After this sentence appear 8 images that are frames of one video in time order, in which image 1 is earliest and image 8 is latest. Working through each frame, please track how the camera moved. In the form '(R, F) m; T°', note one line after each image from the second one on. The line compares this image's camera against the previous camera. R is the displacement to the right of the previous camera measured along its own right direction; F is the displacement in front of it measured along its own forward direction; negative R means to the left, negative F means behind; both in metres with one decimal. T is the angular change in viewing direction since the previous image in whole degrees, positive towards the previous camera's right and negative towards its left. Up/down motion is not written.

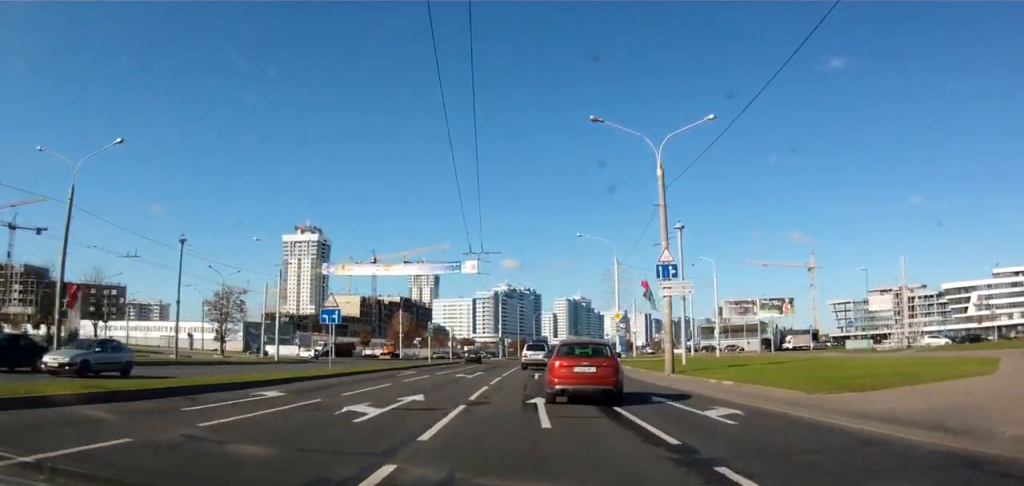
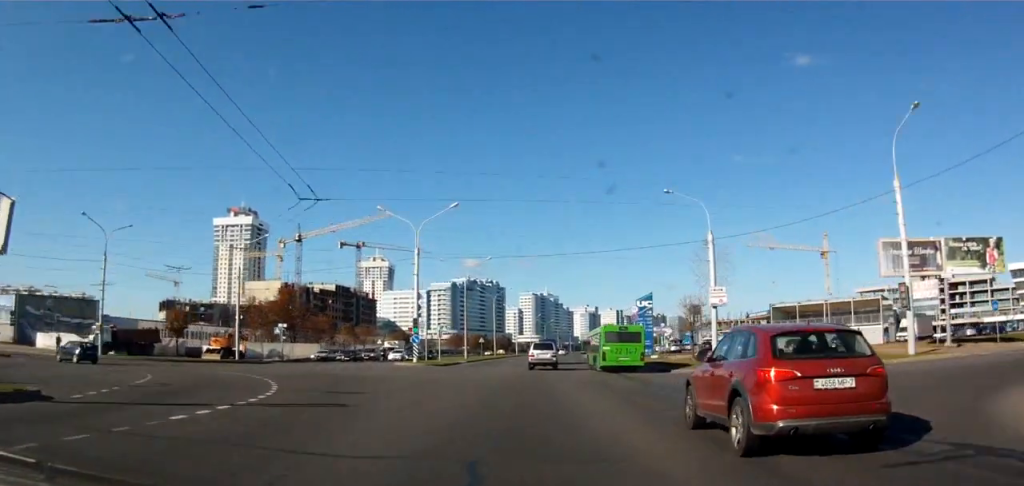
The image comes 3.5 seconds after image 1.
(+1.0, +52.9) m; +5°
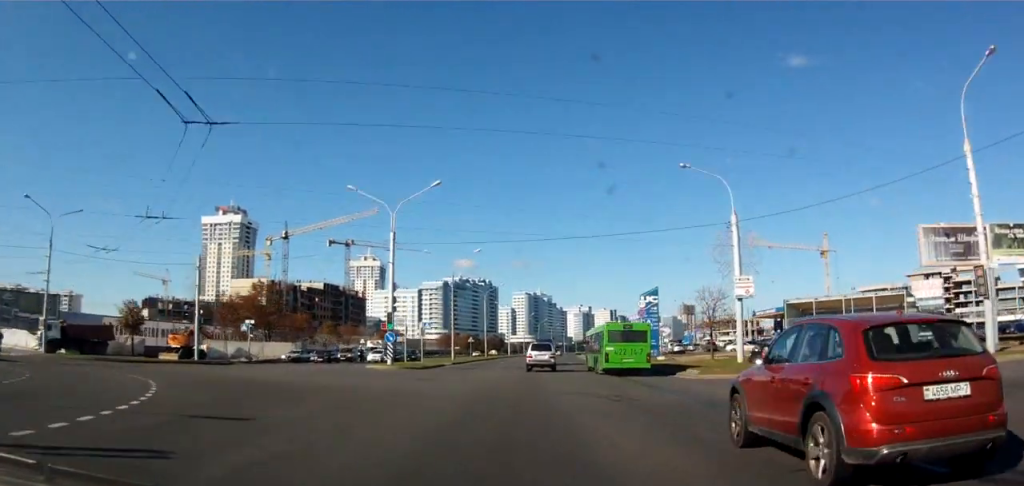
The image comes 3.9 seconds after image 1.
(+0.1, +6.5) m; +1°
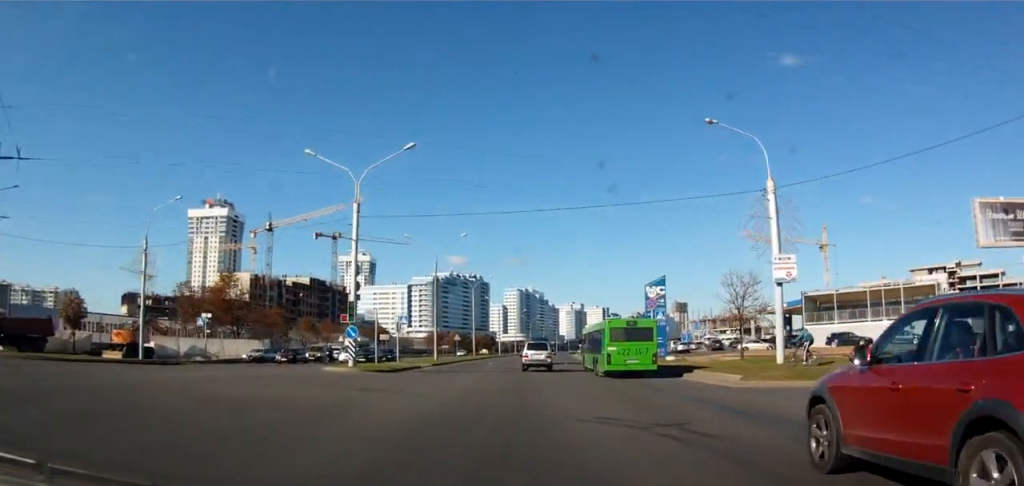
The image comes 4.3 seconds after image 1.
(0.0, +7.9) m; 0°
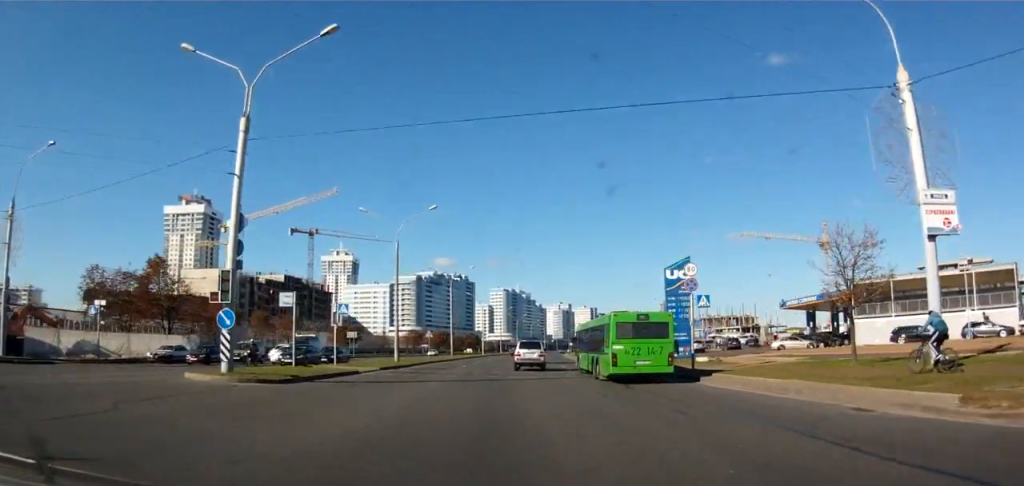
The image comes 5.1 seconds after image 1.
(+0.1, +15.5) m; 0°
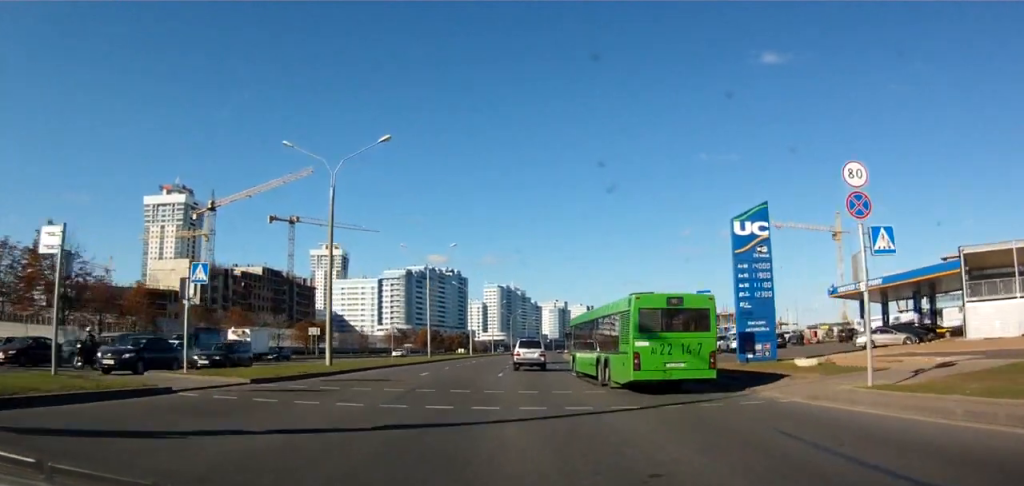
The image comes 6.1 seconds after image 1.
(-0.2, +18.1) m; 0°
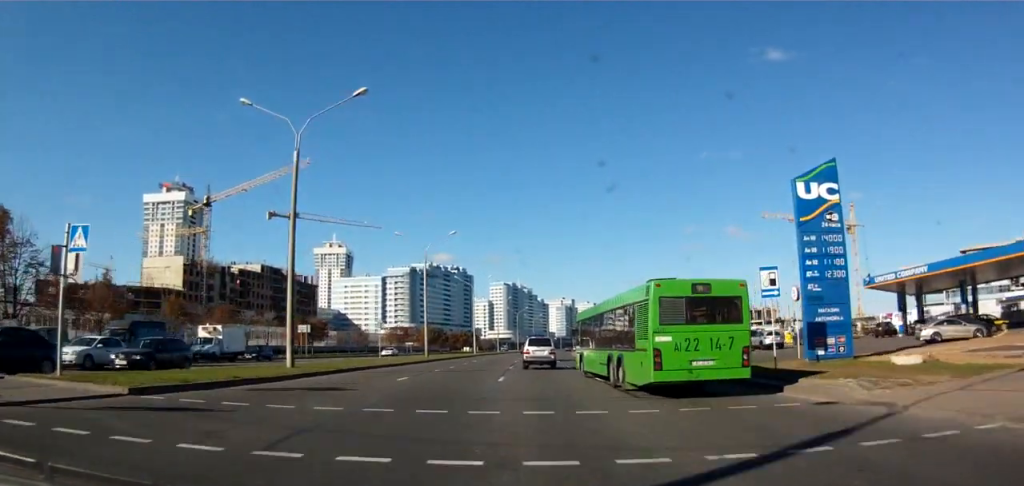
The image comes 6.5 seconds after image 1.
(+0.1, +6.9) m; 0°
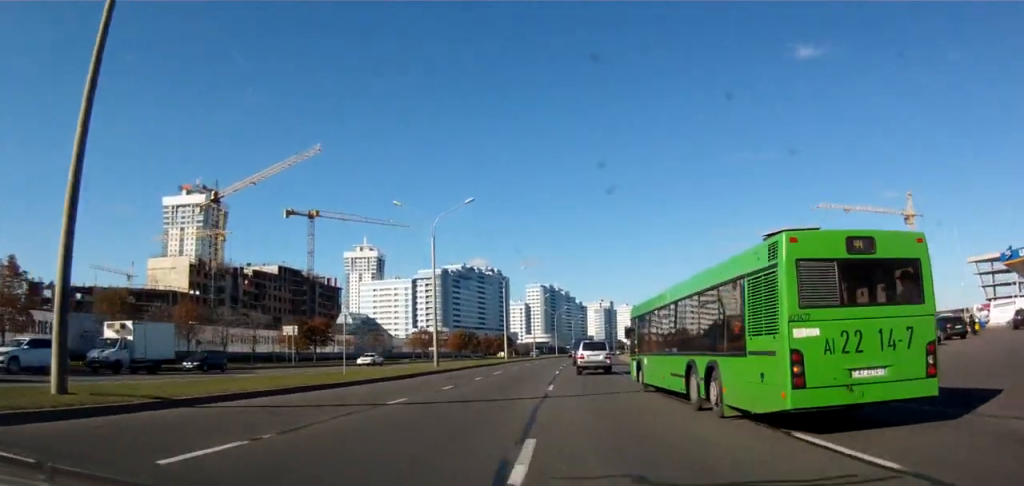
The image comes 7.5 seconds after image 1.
(0.0, +16.6) m; -2°
